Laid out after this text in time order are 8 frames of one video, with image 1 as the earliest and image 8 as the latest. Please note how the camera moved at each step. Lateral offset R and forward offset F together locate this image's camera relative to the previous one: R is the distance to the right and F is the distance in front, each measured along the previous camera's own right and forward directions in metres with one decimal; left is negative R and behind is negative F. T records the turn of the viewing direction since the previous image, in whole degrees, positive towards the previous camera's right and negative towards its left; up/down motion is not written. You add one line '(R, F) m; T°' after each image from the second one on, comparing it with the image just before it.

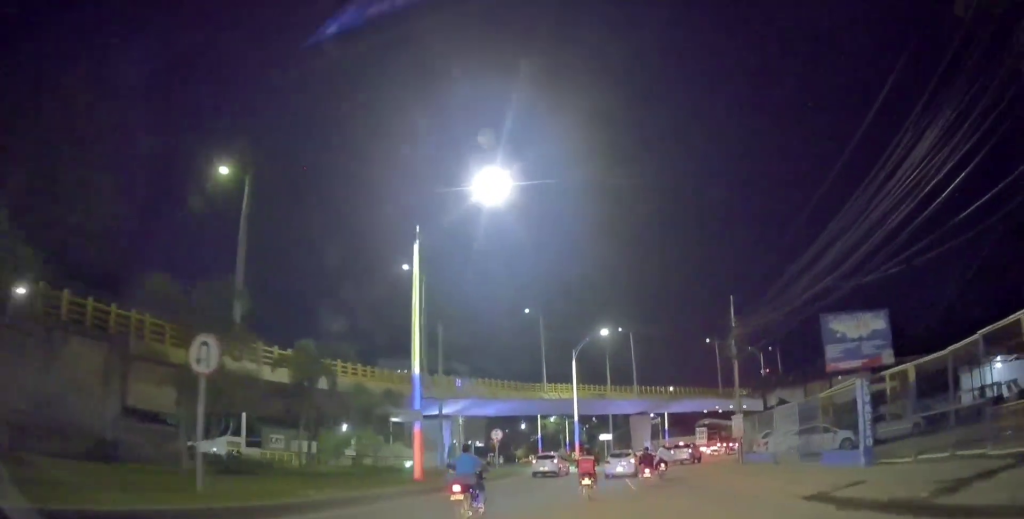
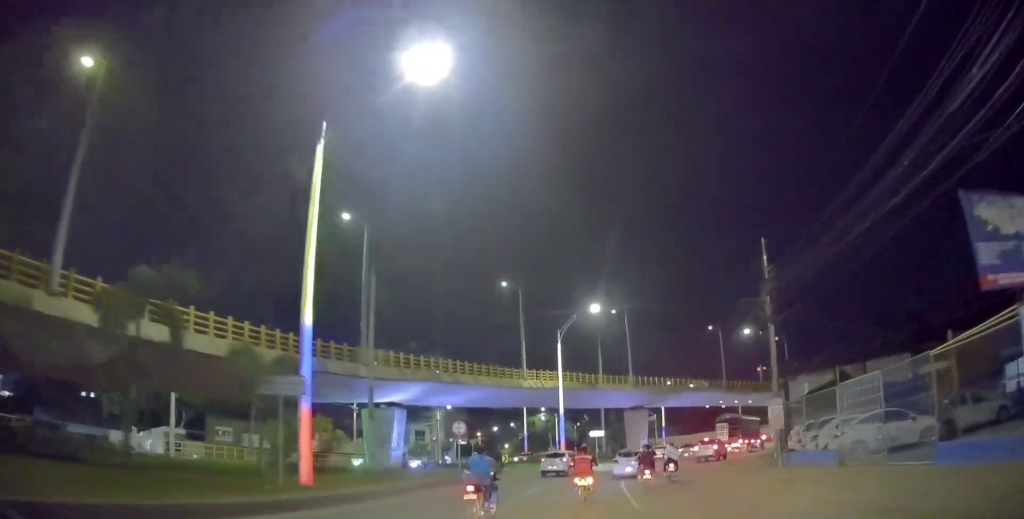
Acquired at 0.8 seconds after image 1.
(-0.4, +8.3) m; -2°
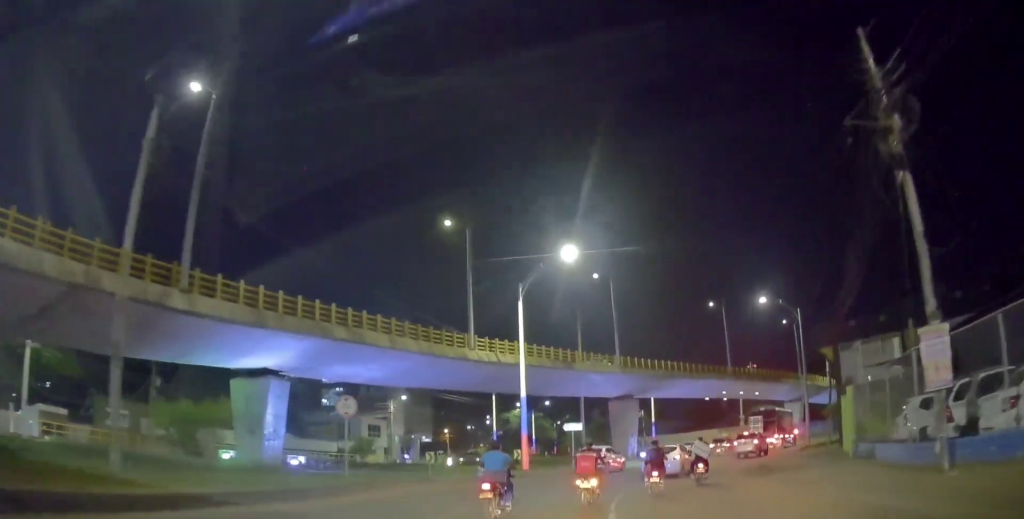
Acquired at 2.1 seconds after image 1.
(+0.3, +12.4) m; +3°
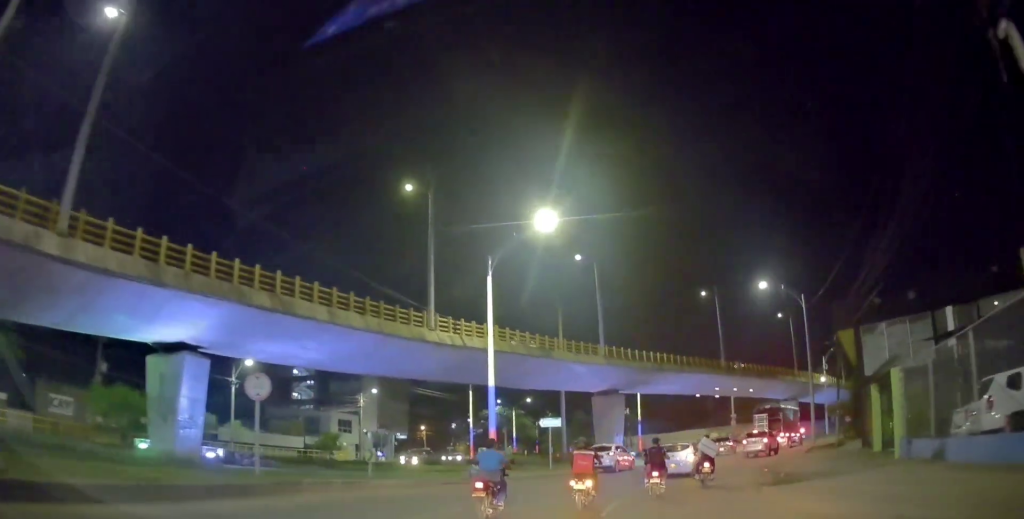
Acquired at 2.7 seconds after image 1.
(0.0, +4.7) m; +2°
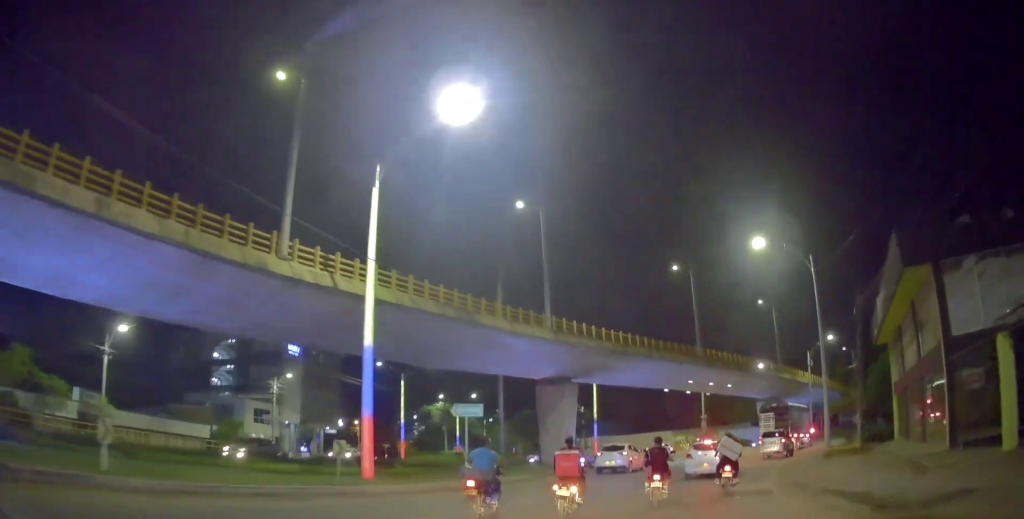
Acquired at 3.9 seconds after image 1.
(+0.6, +10.6) m; +3°
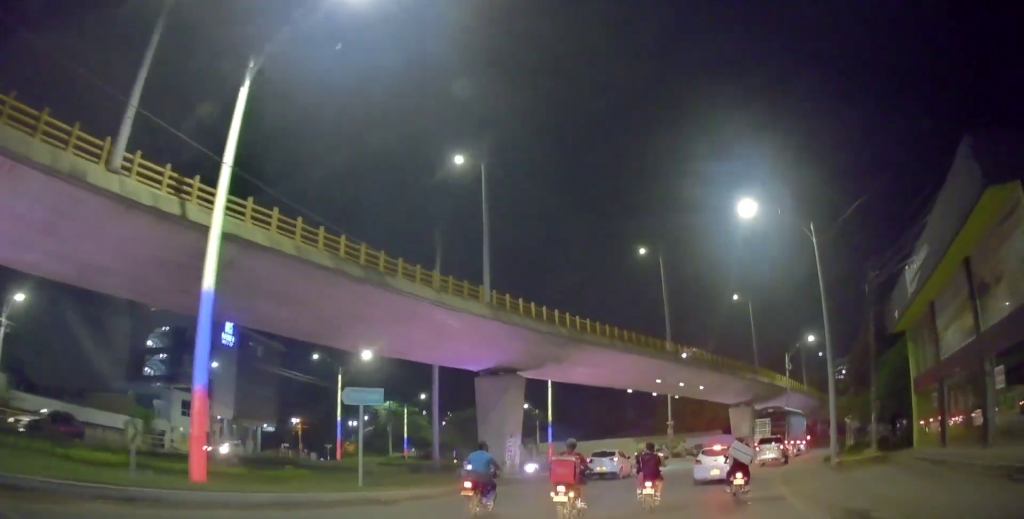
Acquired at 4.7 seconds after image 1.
(-0.2, +6.8) m; +1°
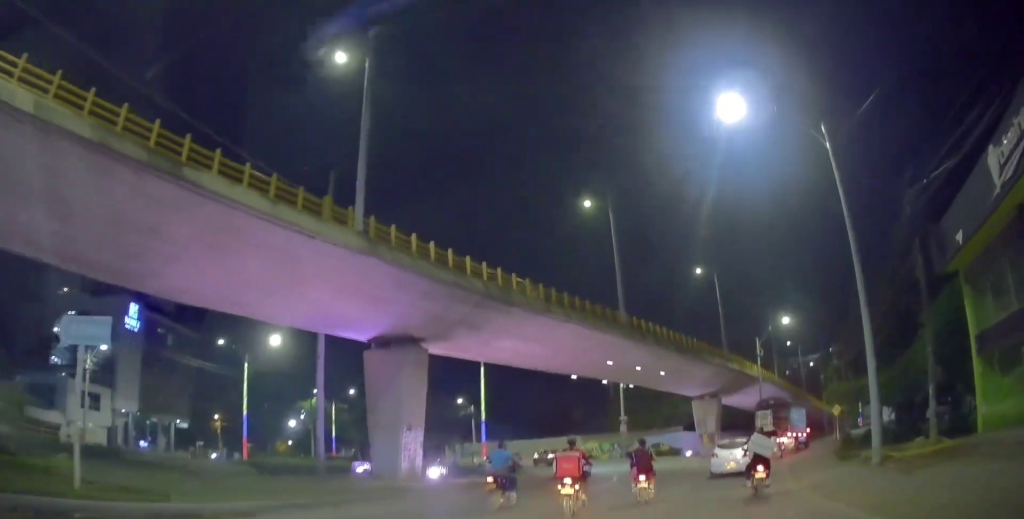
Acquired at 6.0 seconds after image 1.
(+0.5, +9.3) m; +5°
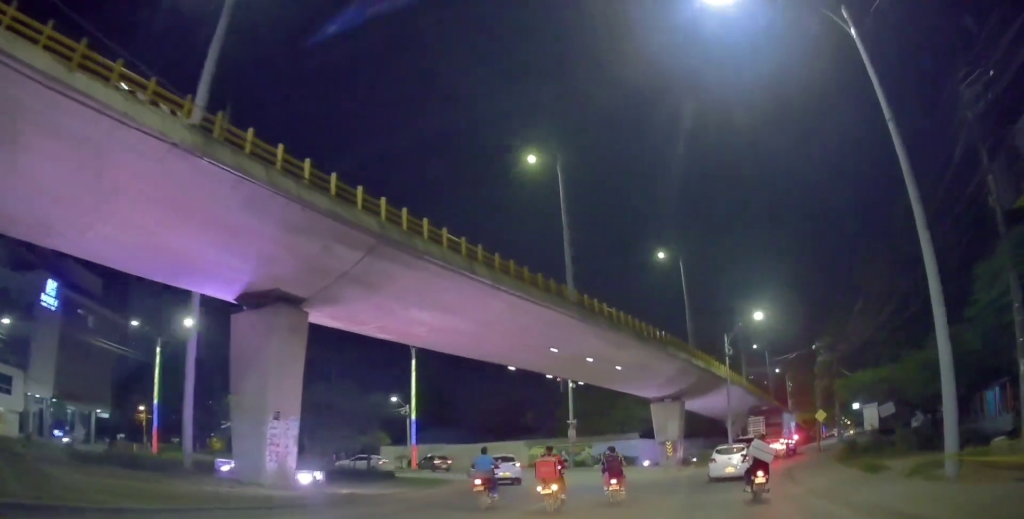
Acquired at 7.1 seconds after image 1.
(+0.2, +6.6) m; +4°
